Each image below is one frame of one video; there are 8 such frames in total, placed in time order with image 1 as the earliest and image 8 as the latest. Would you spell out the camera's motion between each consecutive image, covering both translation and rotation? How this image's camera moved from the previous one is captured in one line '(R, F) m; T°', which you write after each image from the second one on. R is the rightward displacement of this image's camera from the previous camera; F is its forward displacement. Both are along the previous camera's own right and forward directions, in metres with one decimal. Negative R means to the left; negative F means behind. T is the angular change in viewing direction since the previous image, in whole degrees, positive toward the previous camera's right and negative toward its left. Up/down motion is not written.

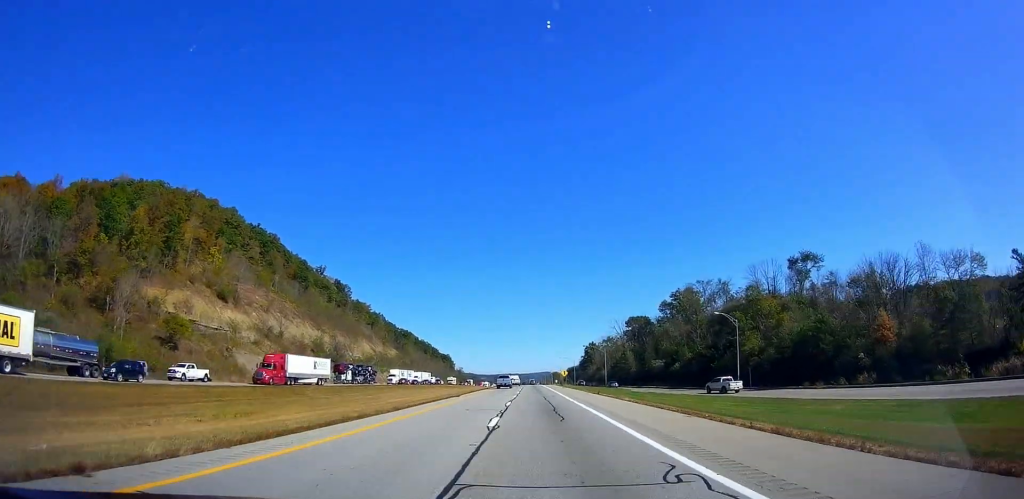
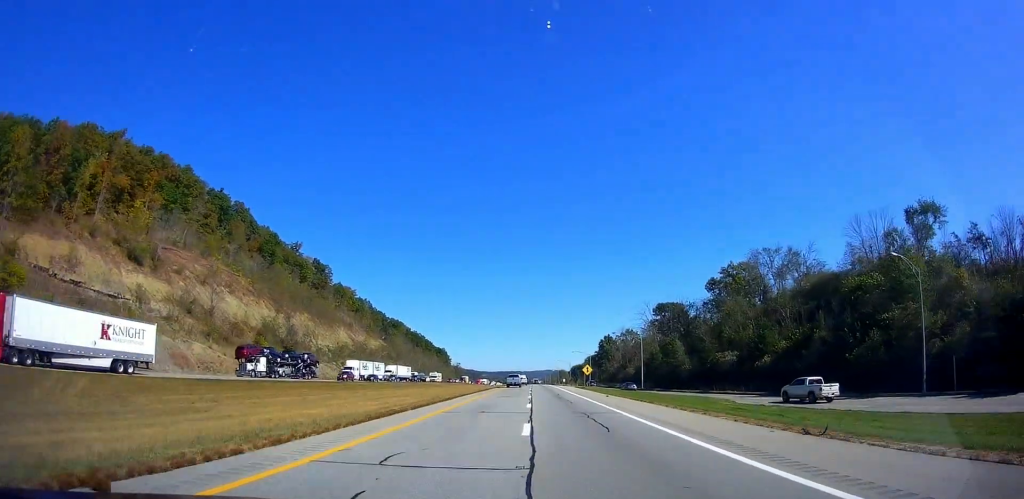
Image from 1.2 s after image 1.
(0.0, +39.2) m; 0°
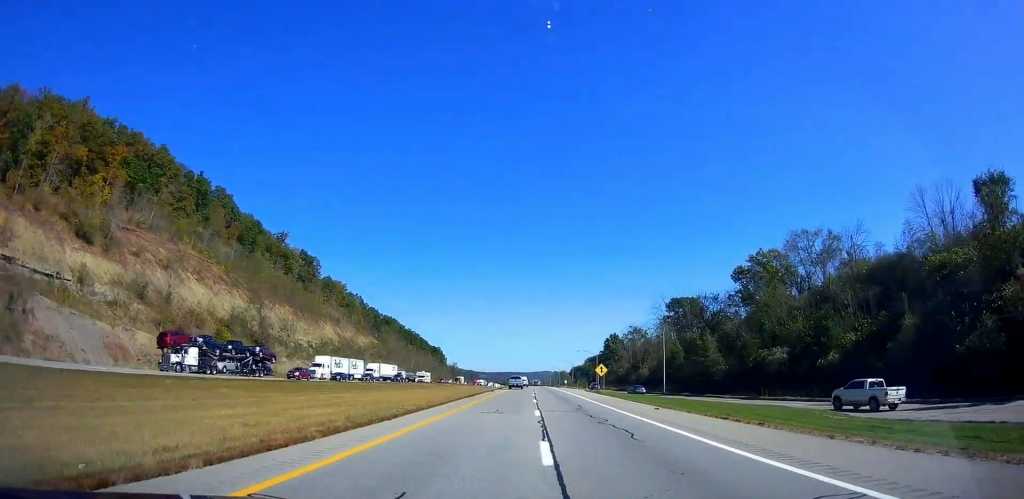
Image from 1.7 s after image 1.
(0.0, +16.3) m; 0°
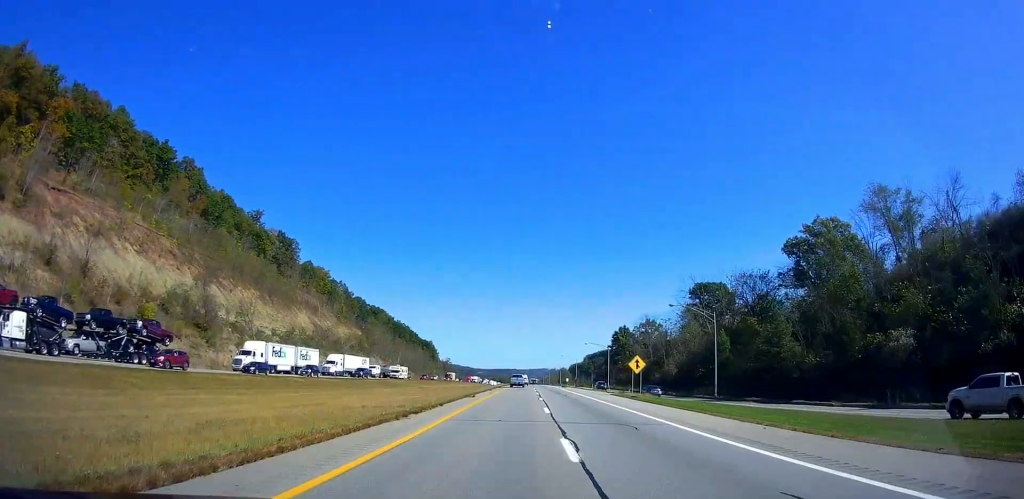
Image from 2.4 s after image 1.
(0.0, +23.9) m; +1°
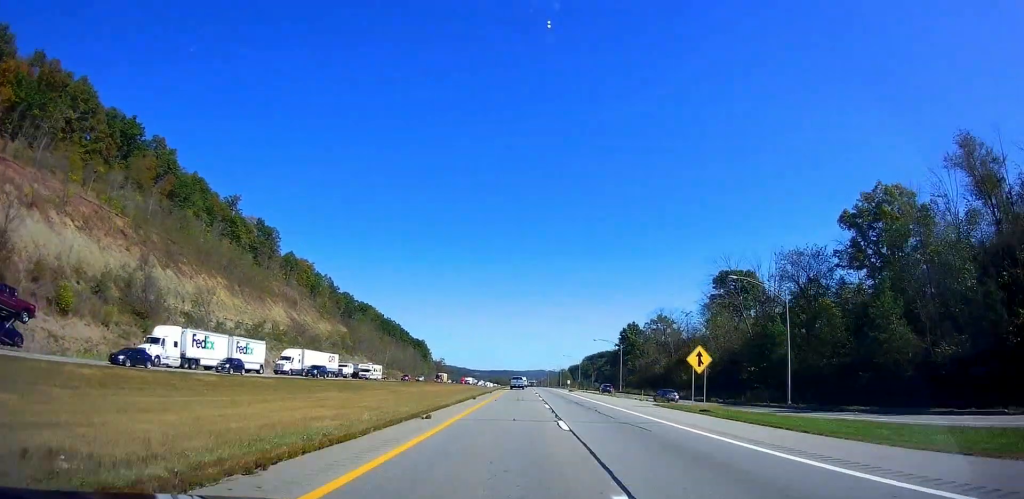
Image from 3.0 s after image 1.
(-0.2, +18.5) m; +1°
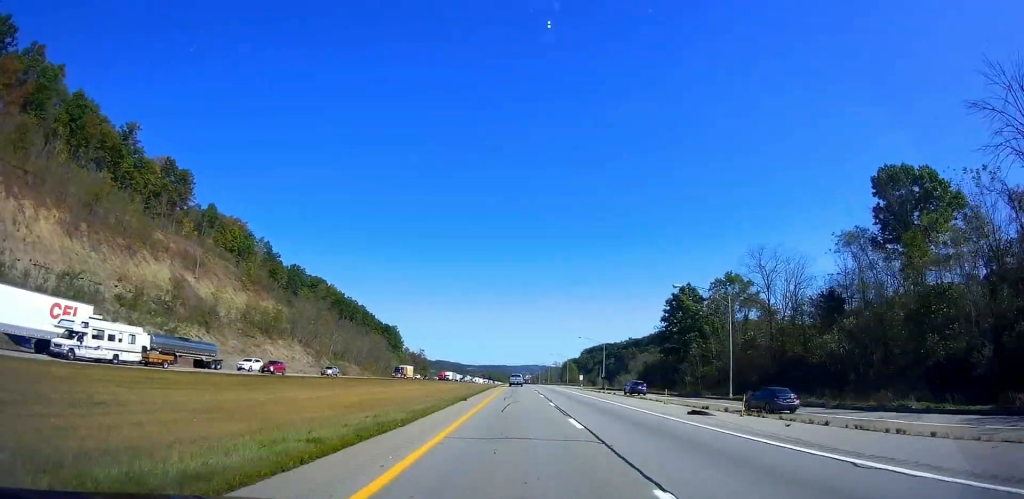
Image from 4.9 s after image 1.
(+0.1, +59.7) m; -1°
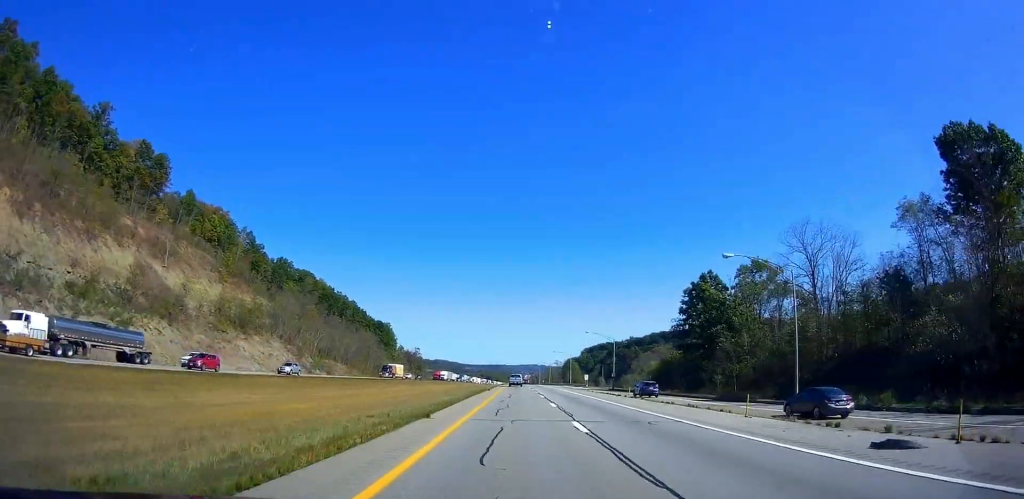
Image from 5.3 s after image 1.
(-0.1, +13.1) m; 0°
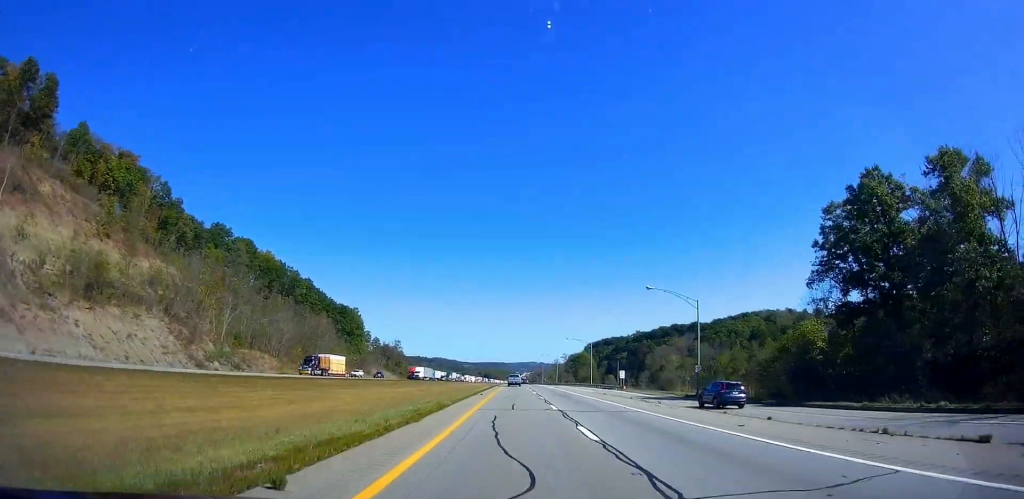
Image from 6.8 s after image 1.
(+1.0, +48.8) m; +1°
